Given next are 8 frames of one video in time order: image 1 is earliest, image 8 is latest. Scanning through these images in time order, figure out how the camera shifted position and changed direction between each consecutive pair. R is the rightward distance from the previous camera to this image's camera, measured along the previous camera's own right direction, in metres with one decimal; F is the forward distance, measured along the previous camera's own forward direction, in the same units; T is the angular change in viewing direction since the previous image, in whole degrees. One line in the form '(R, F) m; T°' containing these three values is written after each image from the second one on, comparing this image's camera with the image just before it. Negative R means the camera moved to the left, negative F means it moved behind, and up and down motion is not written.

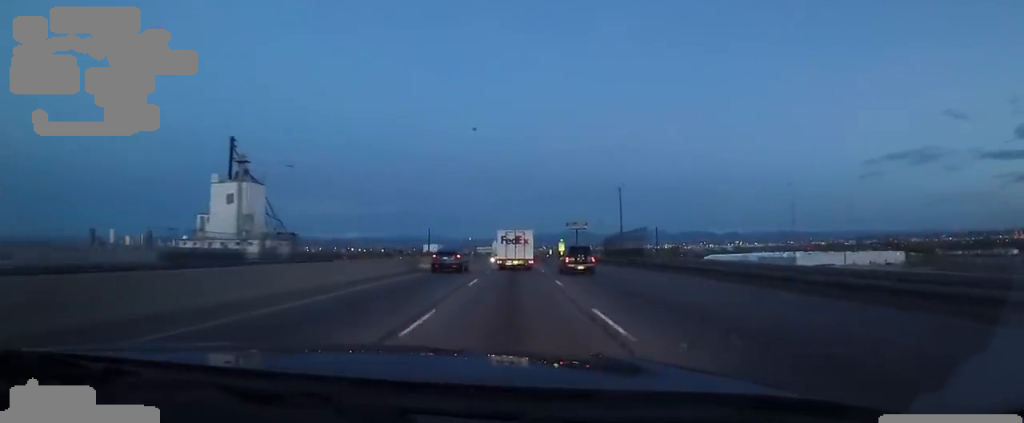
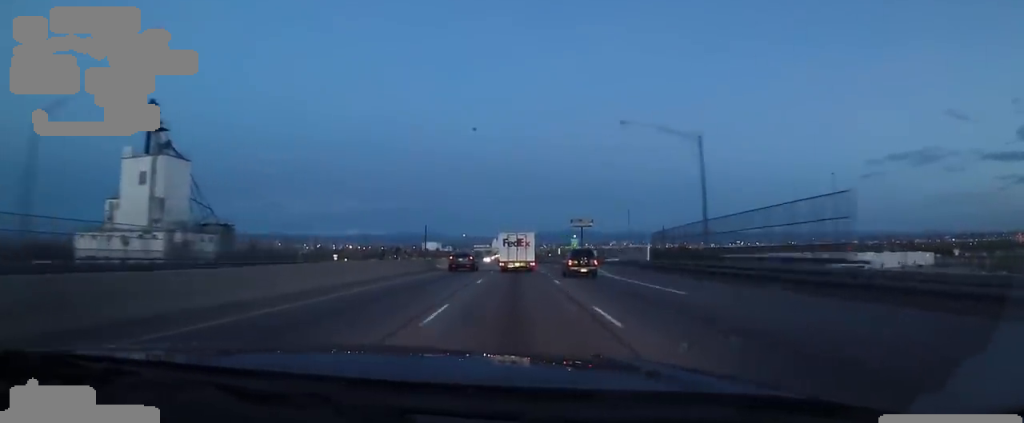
(0.0, +21.5) m; 0°
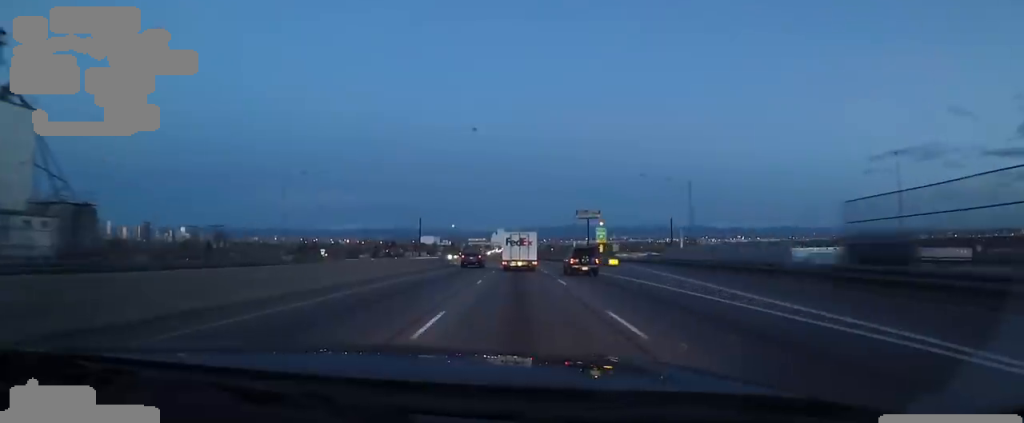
(0.0, +24.5) m; 0°
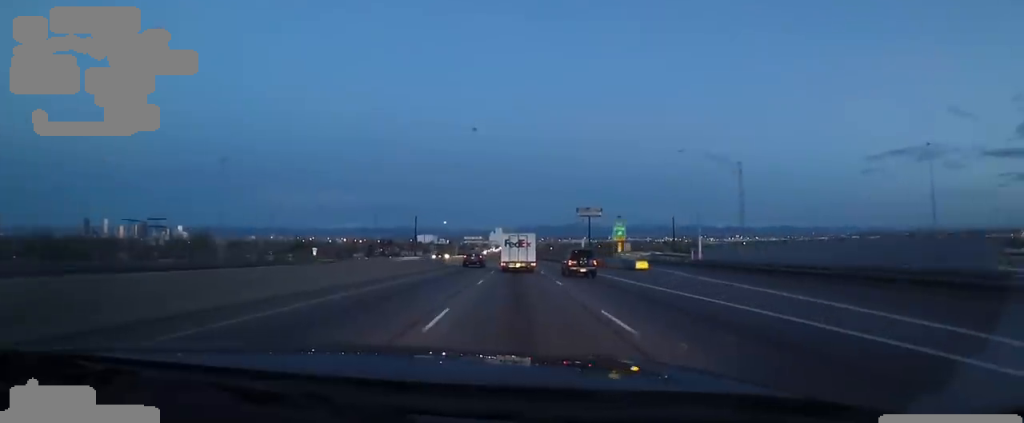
(0.0, +10.7) m; 0°
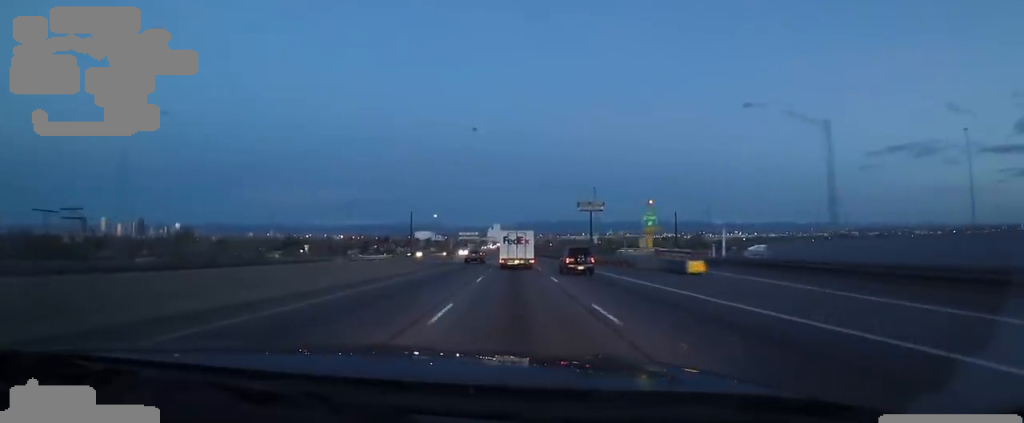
(0.0, +10.8) m; 0°
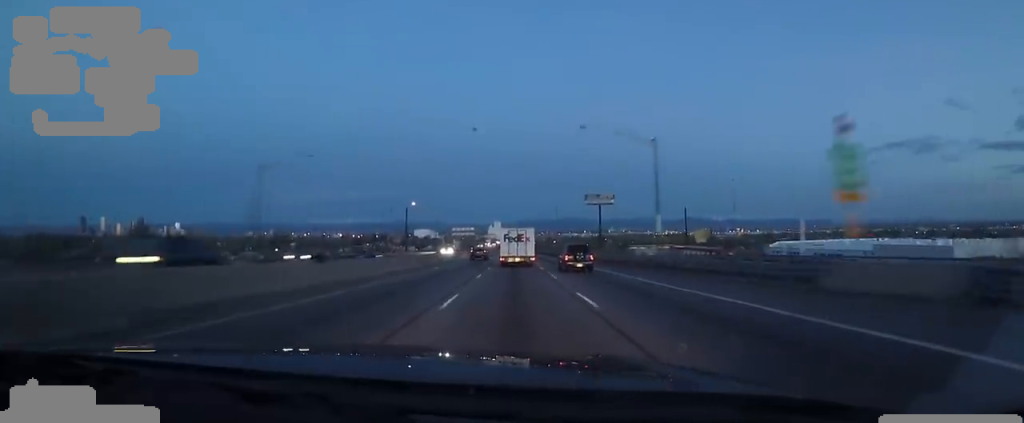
(0.0, +22.9) m; 0°
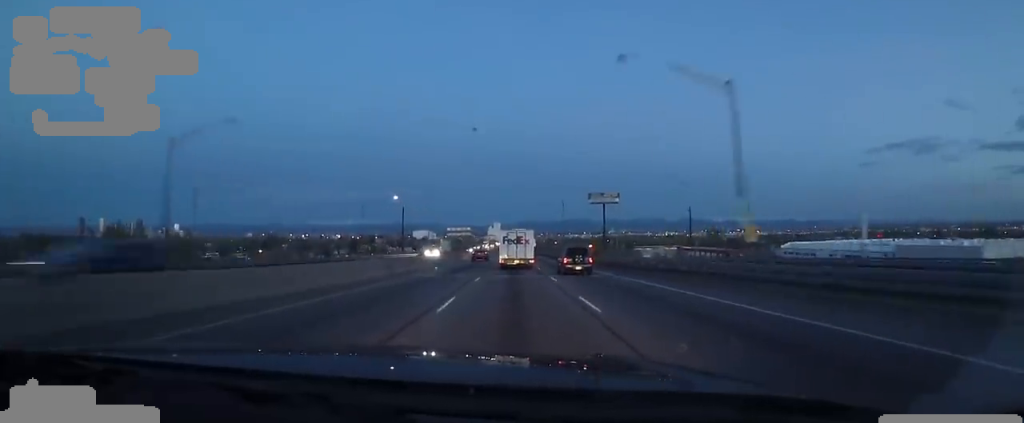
(0.0, +11.7) m; 0°
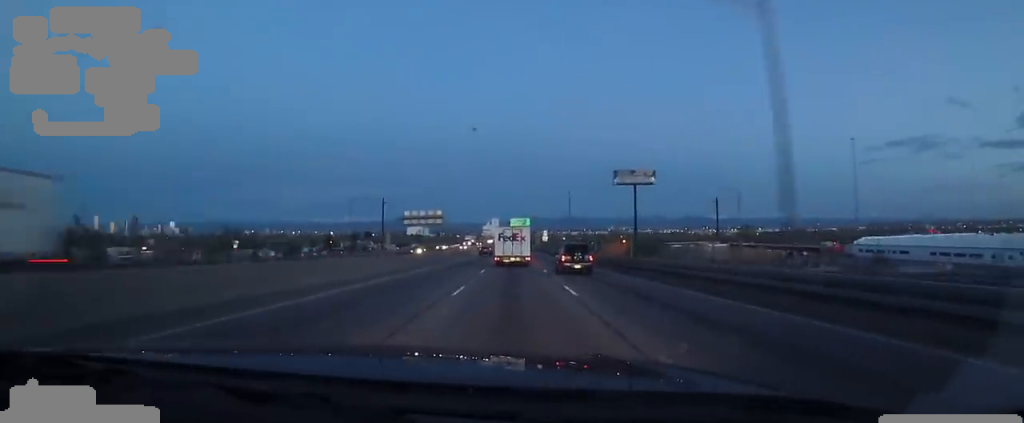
(0.0, +57.8) m; 0°
